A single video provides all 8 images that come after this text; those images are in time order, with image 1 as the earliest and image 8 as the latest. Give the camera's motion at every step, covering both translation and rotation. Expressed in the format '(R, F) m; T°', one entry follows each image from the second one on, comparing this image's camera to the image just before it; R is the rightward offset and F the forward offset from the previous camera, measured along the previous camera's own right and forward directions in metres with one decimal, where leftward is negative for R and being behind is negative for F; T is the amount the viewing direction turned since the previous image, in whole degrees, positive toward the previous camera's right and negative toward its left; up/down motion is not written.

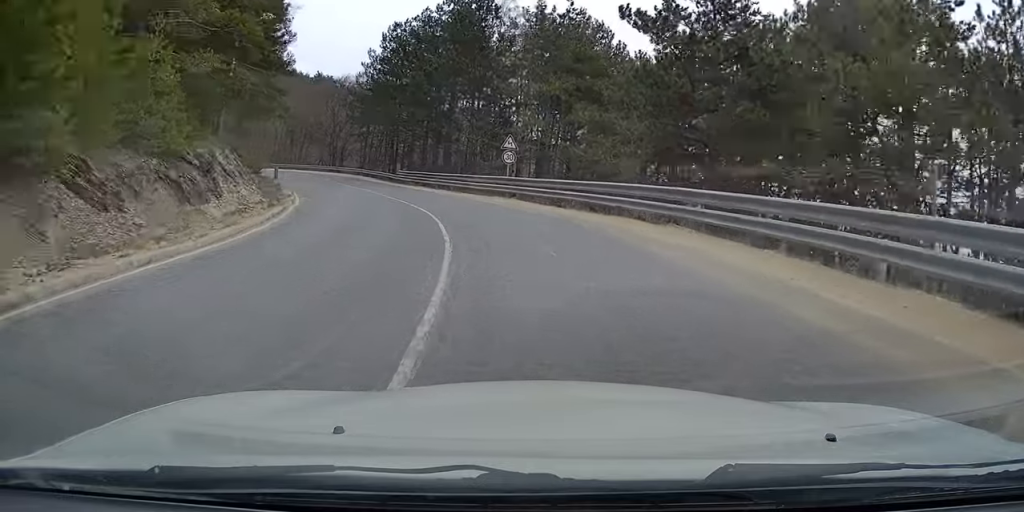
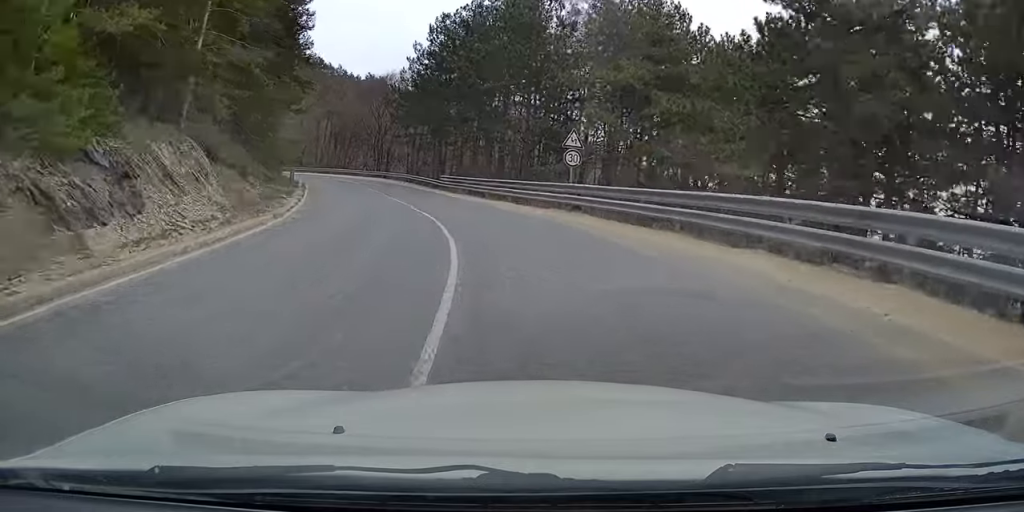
(-0.7, +7.4) m; -5°
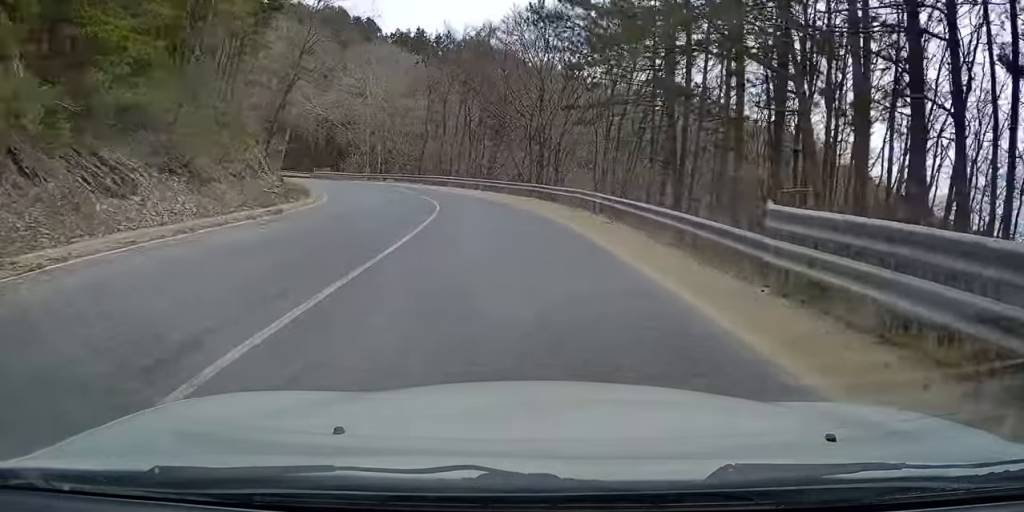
(-6.1, +38.5) m; -18°
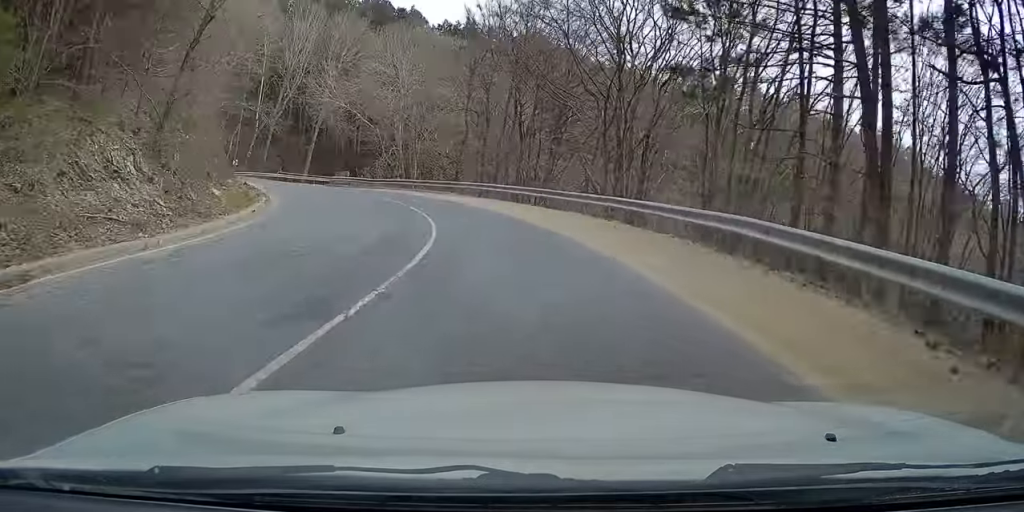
(-1.1, +12.2) m; -10°
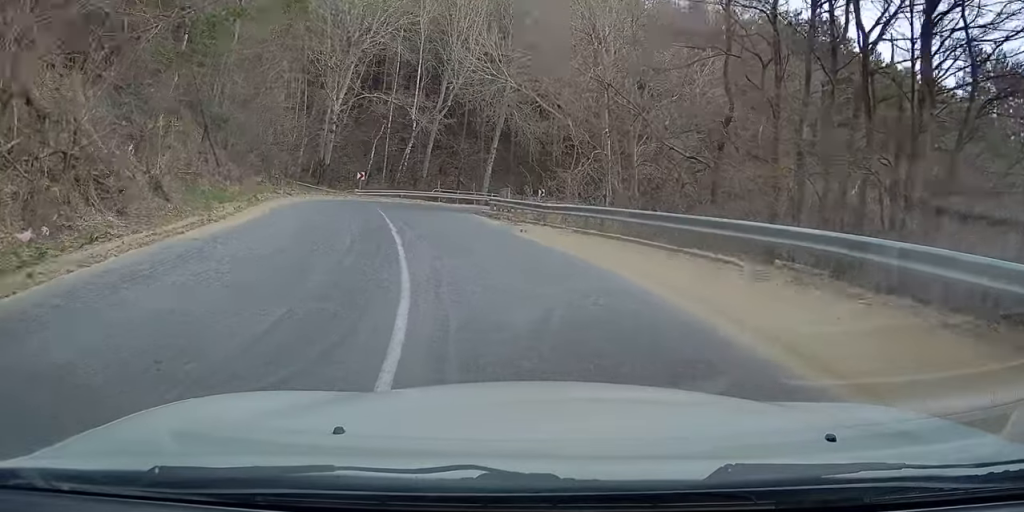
(-3.9, +21.3) m; -21°
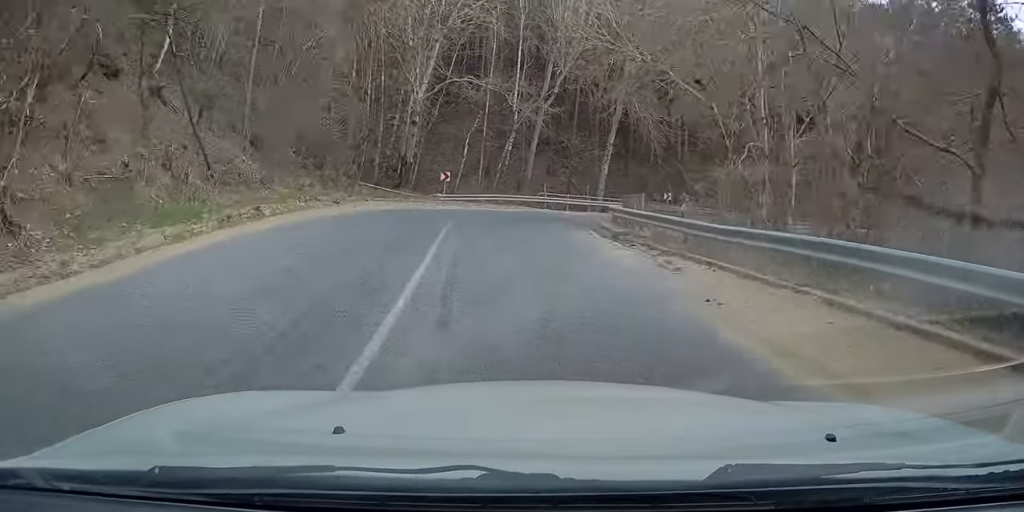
(-0.7, +8.7) m; -8°
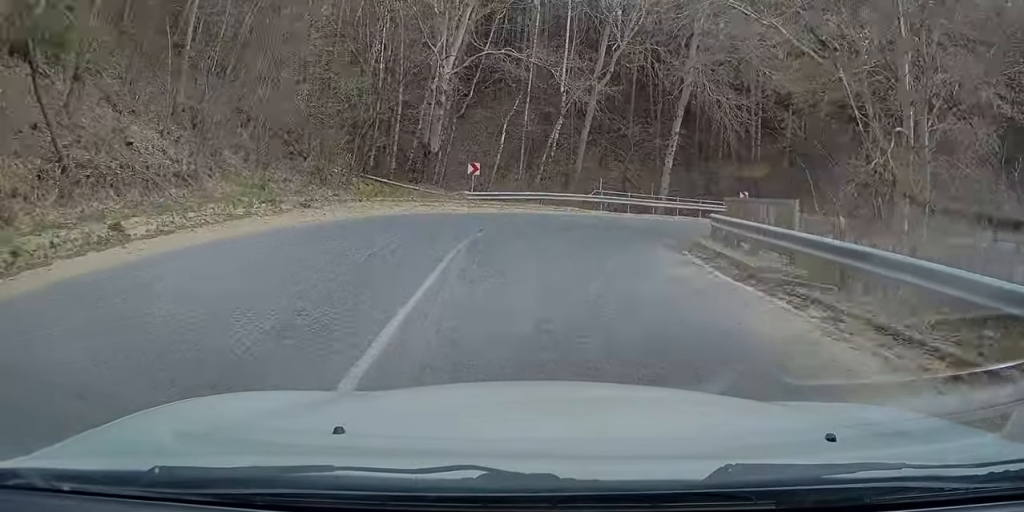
(-0.5, +7.7) m; +2°
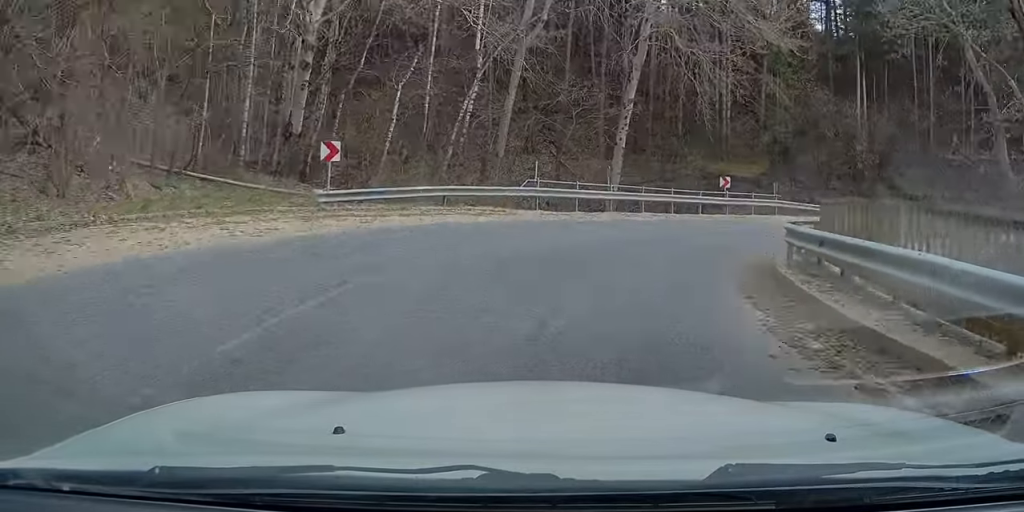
(+0.6, +10.3) m; +10°
